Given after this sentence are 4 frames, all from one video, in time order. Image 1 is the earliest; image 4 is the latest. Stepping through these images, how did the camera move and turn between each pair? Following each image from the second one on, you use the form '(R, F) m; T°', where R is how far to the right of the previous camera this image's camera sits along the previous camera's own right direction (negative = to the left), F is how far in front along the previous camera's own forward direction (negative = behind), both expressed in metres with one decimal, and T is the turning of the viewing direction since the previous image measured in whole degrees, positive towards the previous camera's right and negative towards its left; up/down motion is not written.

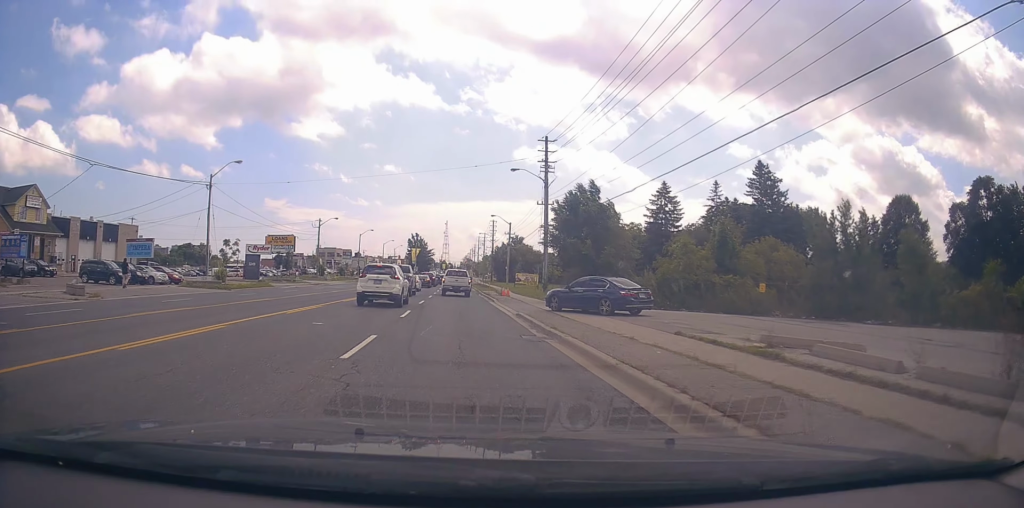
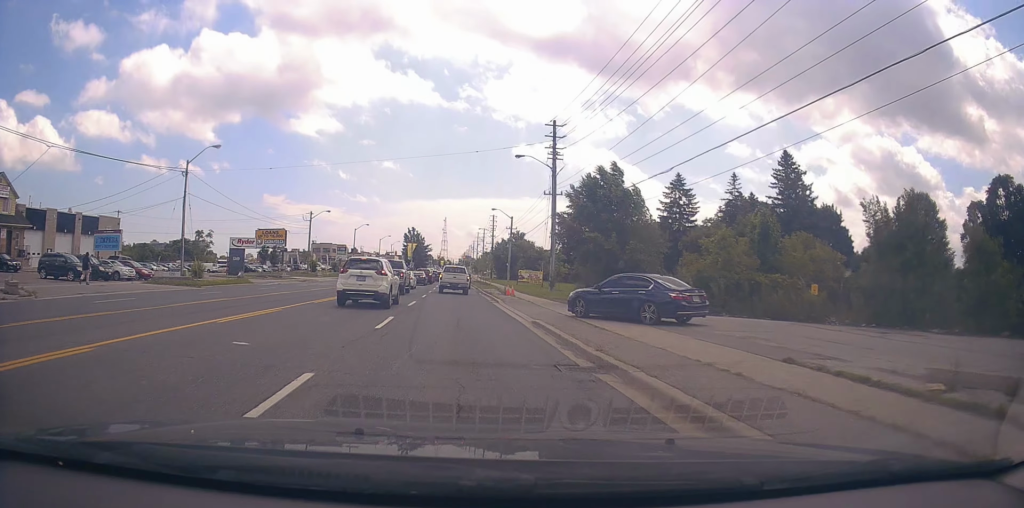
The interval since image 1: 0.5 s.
(0.0, +5.5) m; 0°
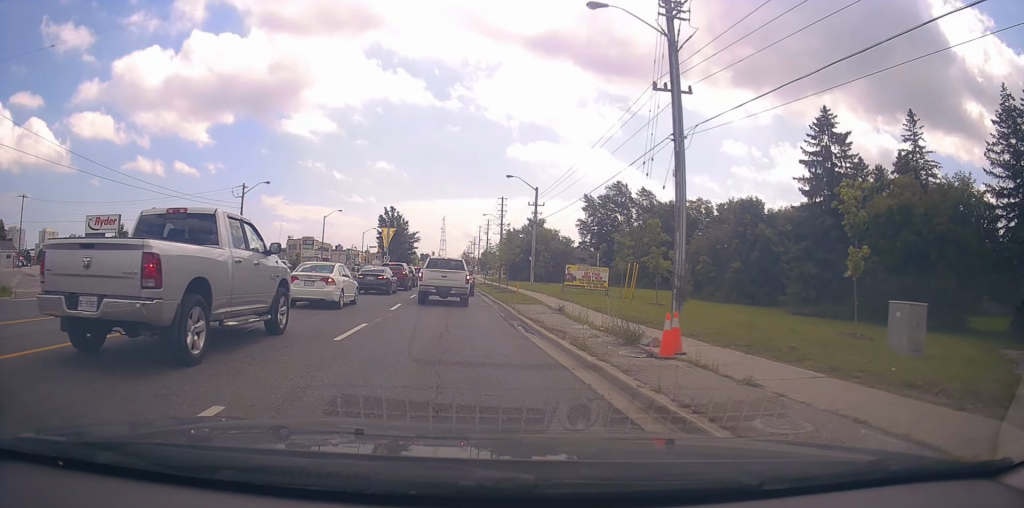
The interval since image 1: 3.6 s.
(+0.1, +34.2) m; -2°
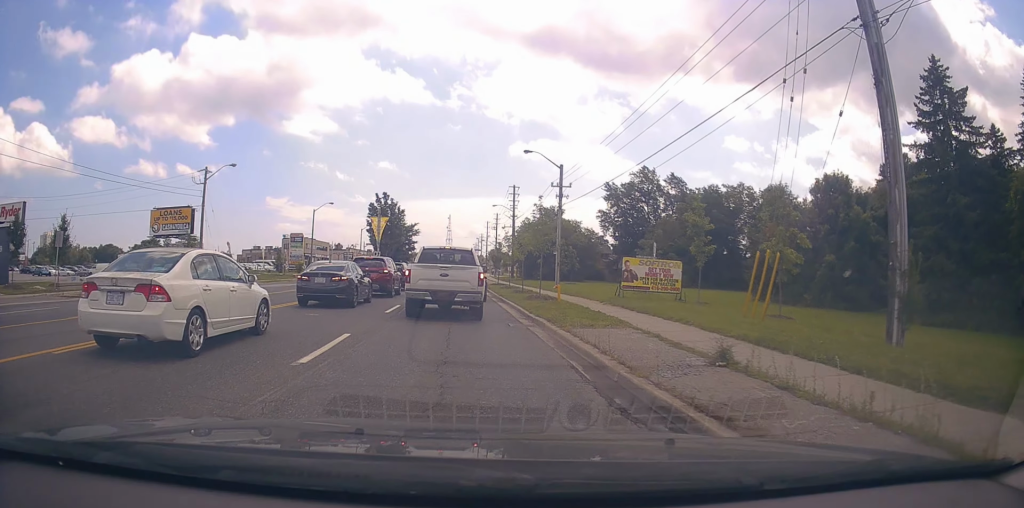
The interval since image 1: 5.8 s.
(+0.5, +17.6) m; +3°
